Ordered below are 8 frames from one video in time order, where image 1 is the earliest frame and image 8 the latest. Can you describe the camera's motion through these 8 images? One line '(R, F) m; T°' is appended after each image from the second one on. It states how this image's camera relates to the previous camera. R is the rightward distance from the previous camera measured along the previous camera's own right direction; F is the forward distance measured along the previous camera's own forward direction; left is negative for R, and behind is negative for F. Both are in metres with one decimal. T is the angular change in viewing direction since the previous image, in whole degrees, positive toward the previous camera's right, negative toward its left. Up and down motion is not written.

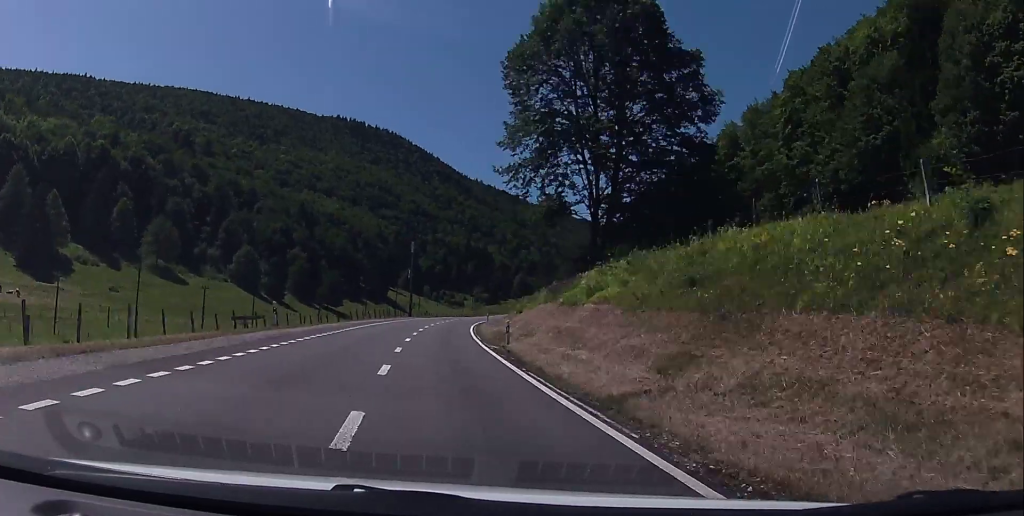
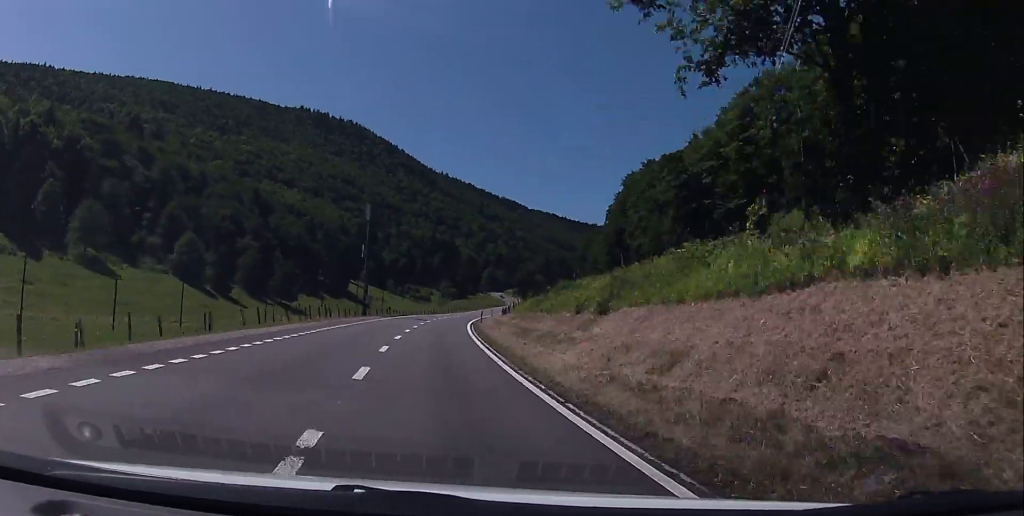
(+0.5, +25.7) m; +2°
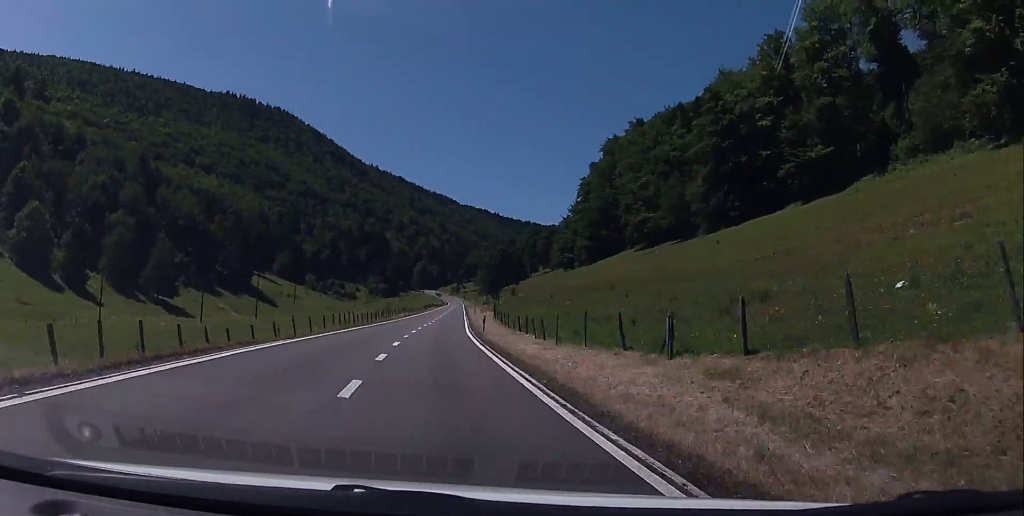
(+2.7, +56.2) m; +6°
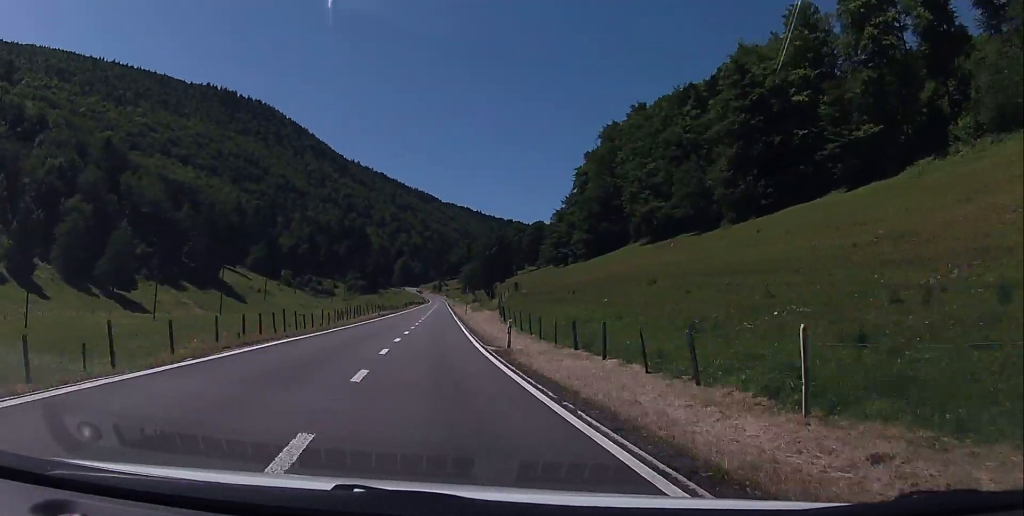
(+0.2, +16.4) m; +2°
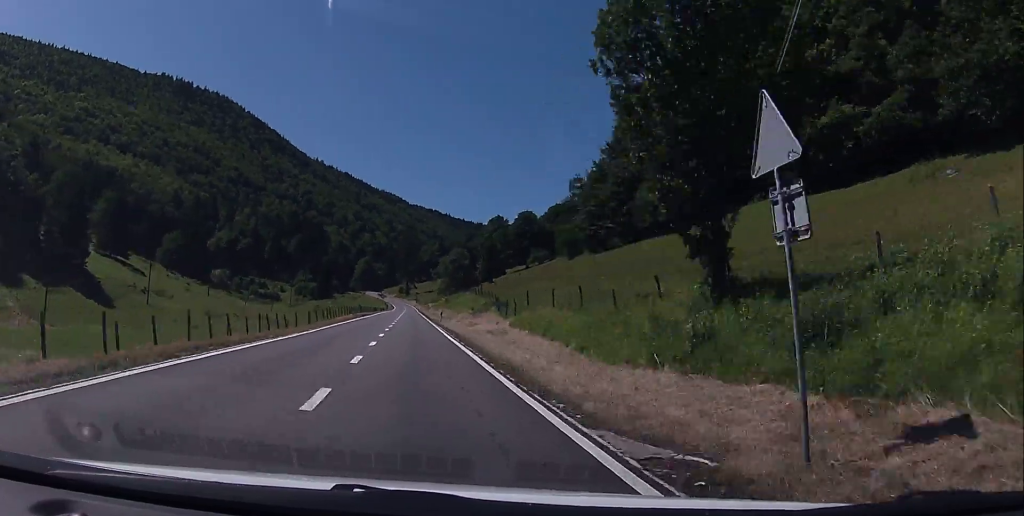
(+4.0, +69.4) m; +5°
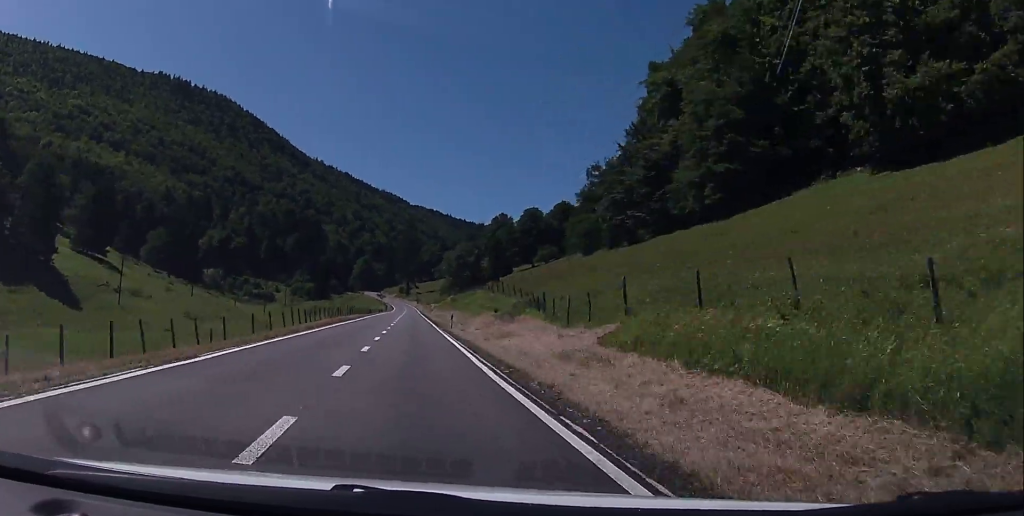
(0.0, +14.5) m; 0°
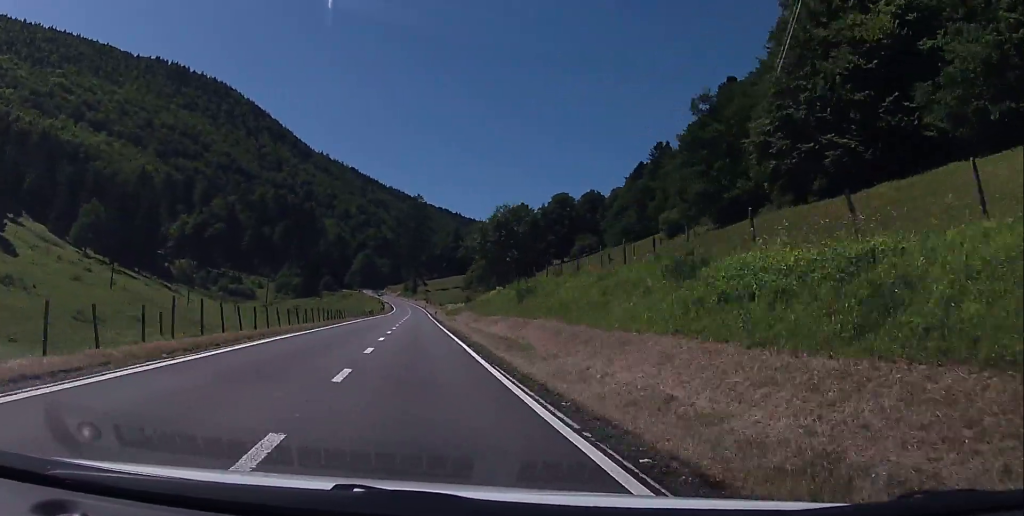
(-0.4, +49.4) m; -1°
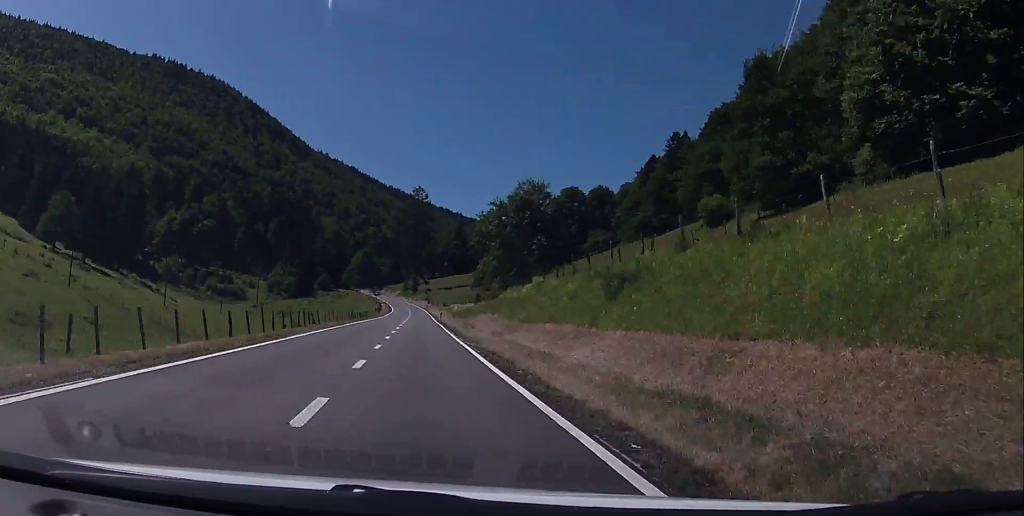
(0.0, +15.9) m; 0°
